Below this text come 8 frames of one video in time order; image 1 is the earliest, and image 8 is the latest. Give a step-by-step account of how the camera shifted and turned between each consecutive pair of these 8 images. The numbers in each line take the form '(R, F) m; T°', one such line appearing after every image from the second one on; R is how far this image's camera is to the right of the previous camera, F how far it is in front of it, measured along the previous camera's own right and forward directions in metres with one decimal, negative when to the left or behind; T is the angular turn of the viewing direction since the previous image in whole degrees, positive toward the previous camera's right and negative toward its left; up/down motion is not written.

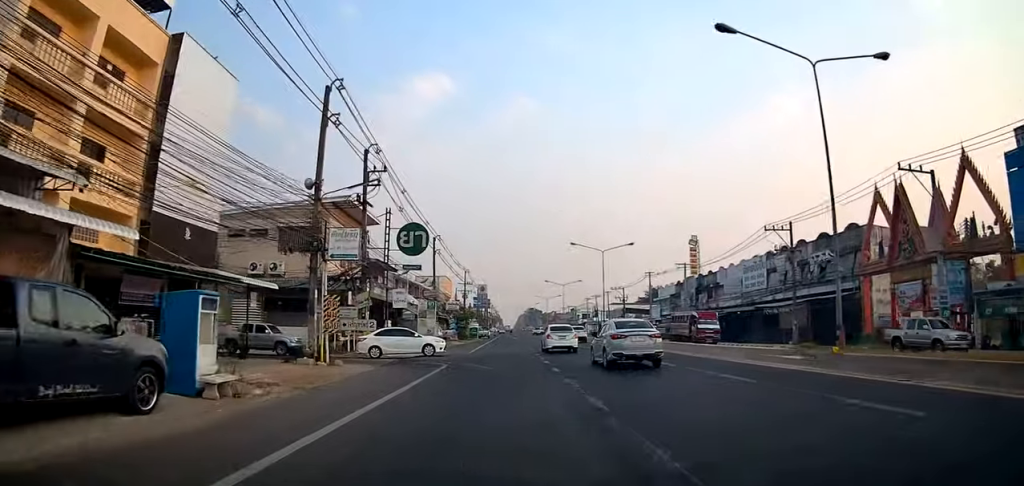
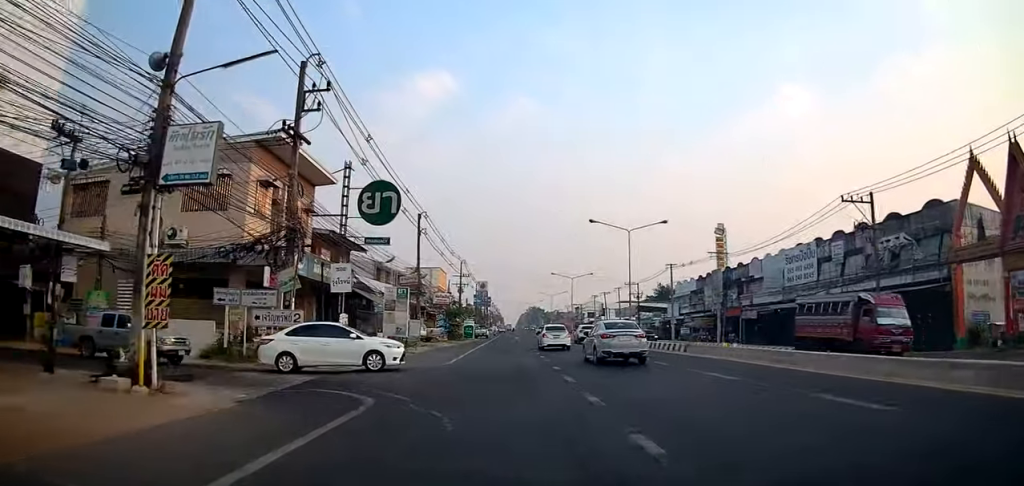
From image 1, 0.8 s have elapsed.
(0.0, +11.4) m; 0°
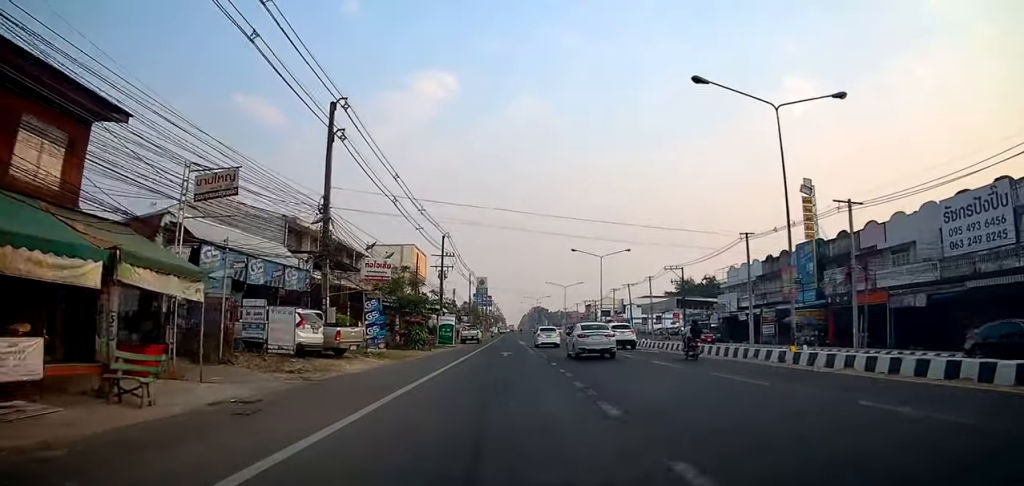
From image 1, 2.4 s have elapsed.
(0.0, +25.5) m; 0°
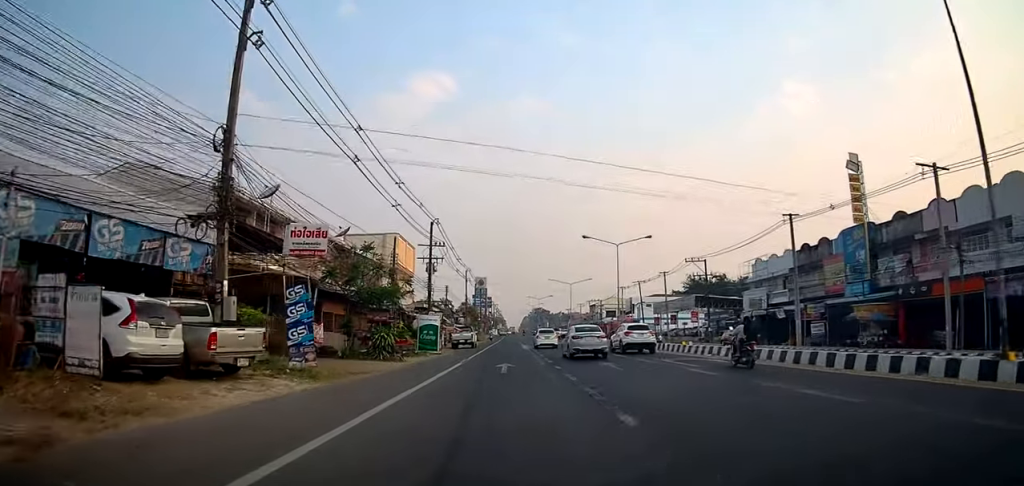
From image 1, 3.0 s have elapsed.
(0.0, +9.0) m; 0°
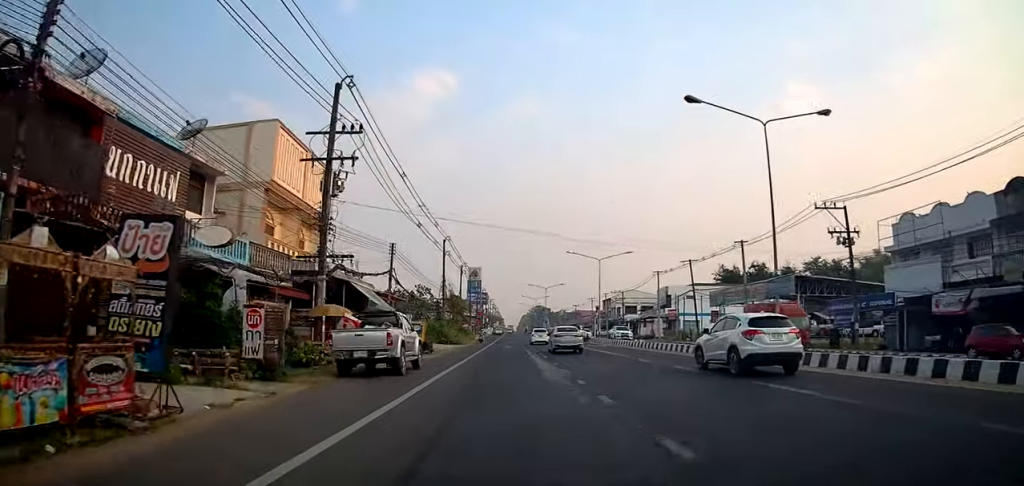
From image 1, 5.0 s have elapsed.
(0.0, +30.0) m; -2°
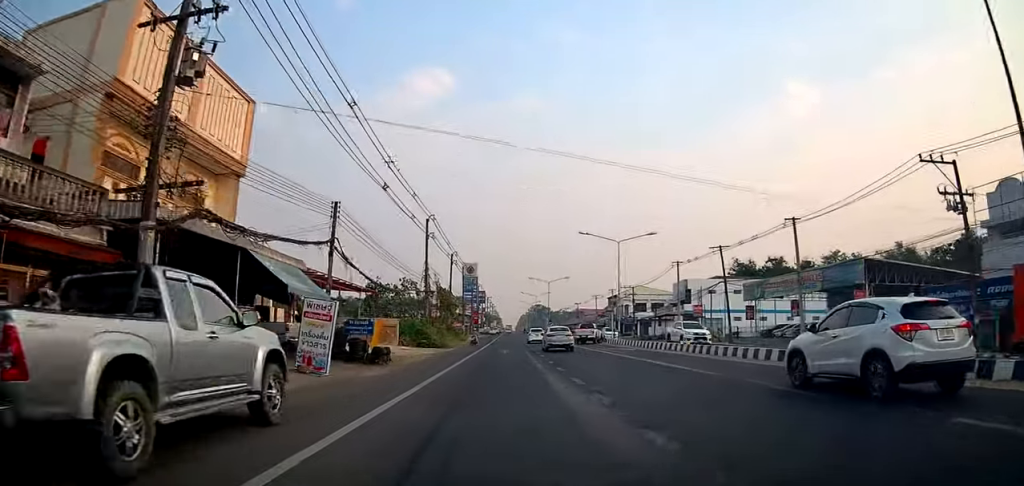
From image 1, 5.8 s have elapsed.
(-0.3, +11.5) m; -1°
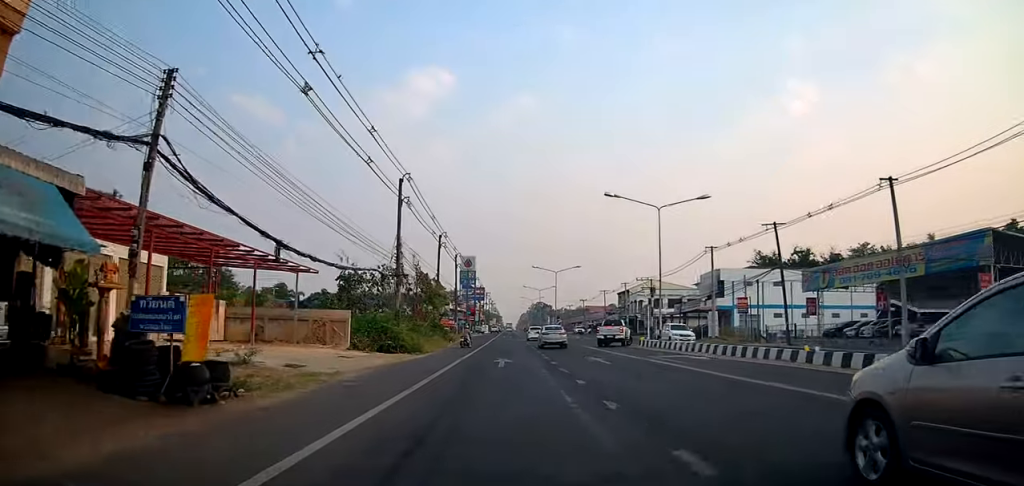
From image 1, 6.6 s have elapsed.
(-0.2, +13.1) m; +1°
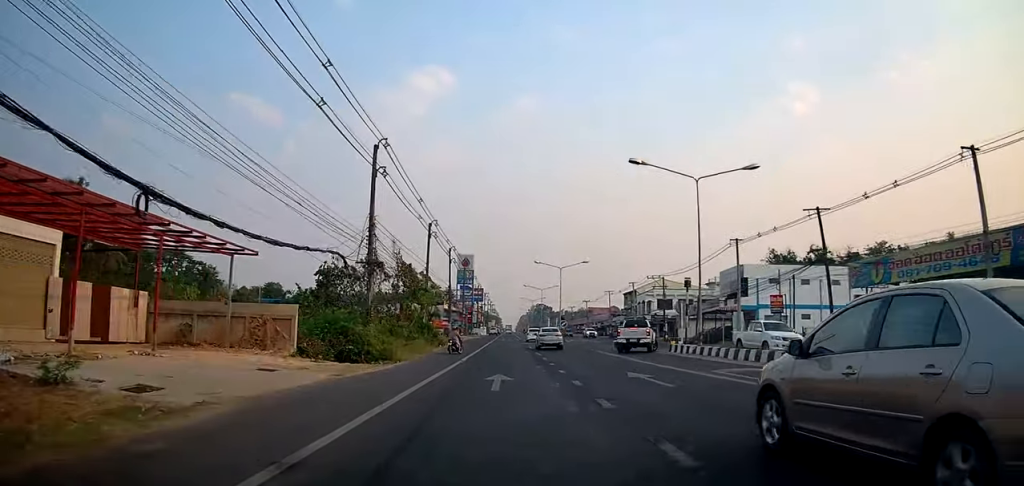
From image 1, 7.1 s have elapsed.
(+0.3, +7.5) m; +2°
